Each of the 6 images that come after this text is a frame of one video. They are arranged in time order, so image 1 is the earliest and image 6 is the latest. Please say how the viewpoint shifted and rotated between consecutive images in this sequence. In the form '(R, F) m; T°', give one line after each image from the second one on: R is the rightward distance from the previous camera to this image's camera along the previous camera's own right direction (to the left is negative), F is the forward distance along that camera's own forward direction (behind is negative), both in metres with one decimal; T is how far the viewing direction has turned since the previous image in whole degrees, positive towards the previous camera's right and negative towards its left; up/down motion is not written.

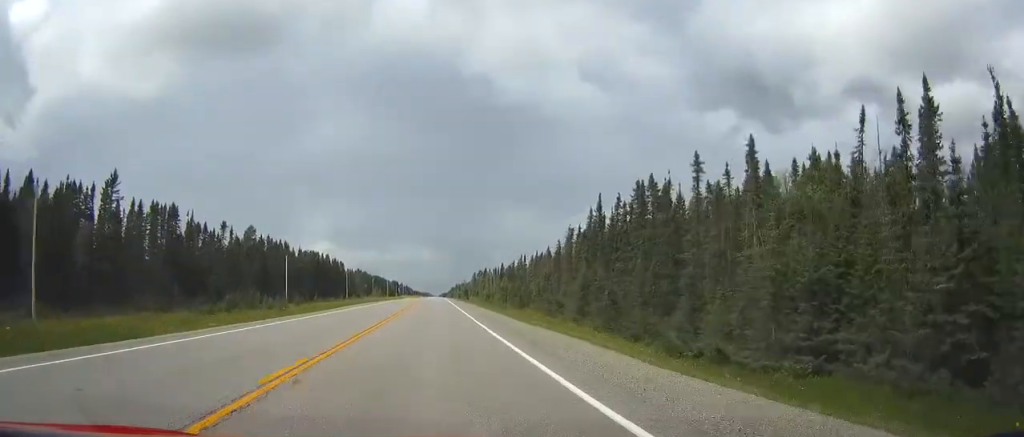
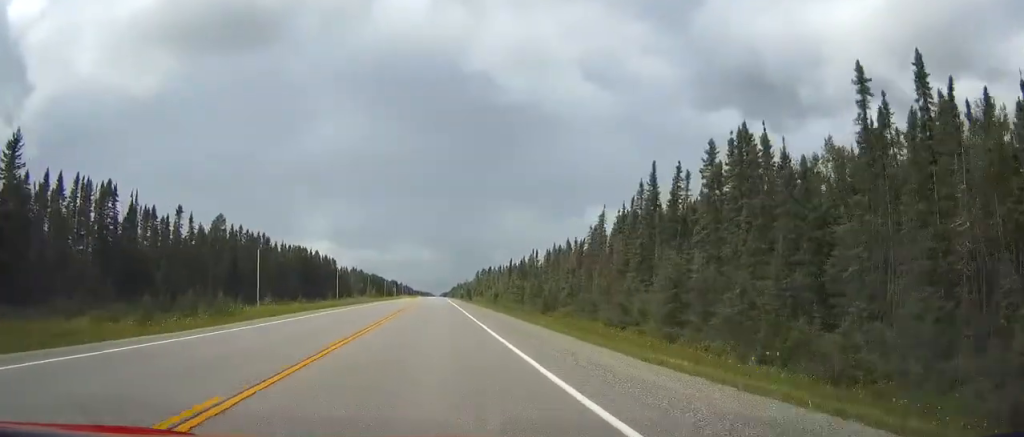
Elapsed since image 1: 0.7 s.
(0.0, +22.2) m; 0°
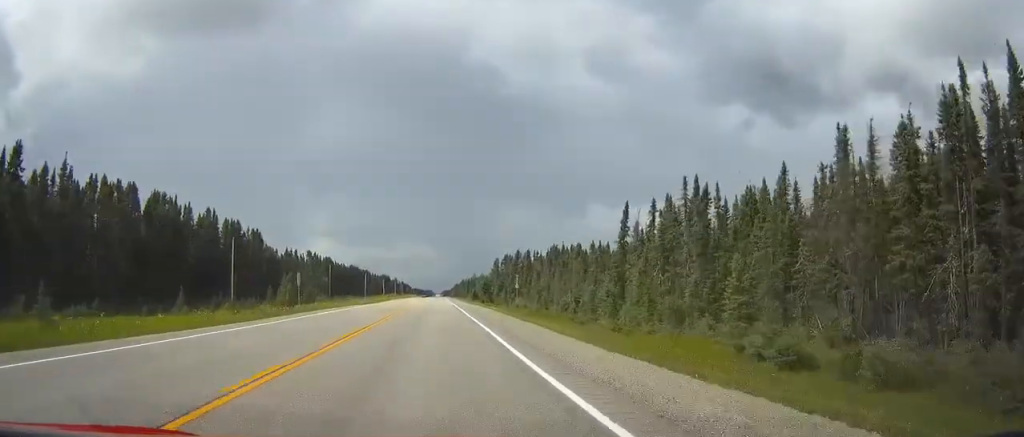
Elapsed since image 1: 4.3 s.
(-0.4, +105.6) m; 0°
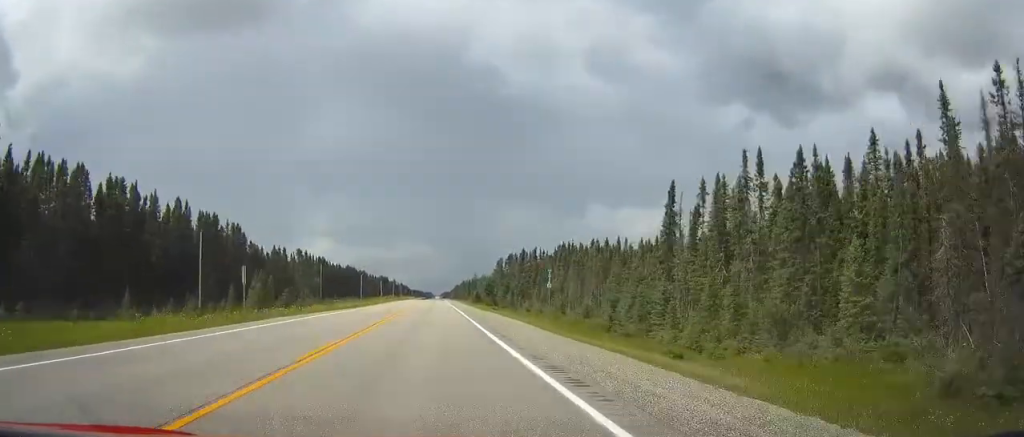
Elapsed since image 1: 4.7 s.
(0.0, +13.8) m; 0°
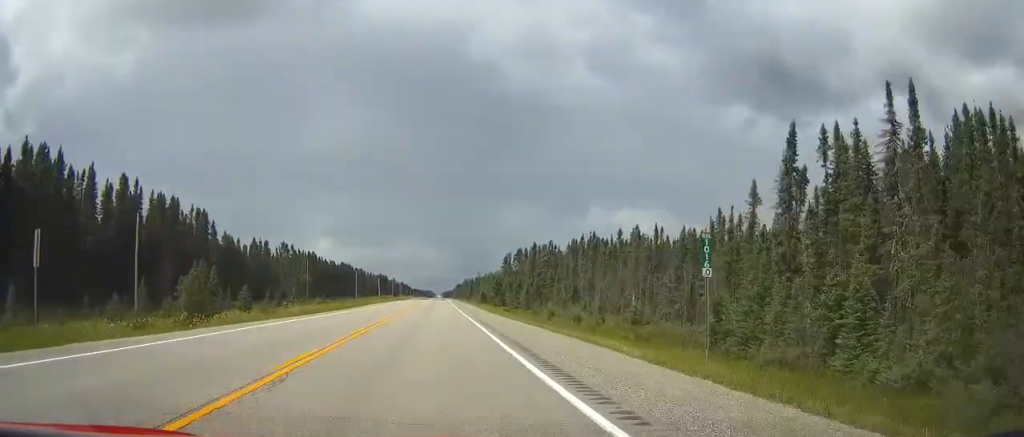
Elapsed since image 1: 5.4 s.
(+0.1, +19.7) m; 0°
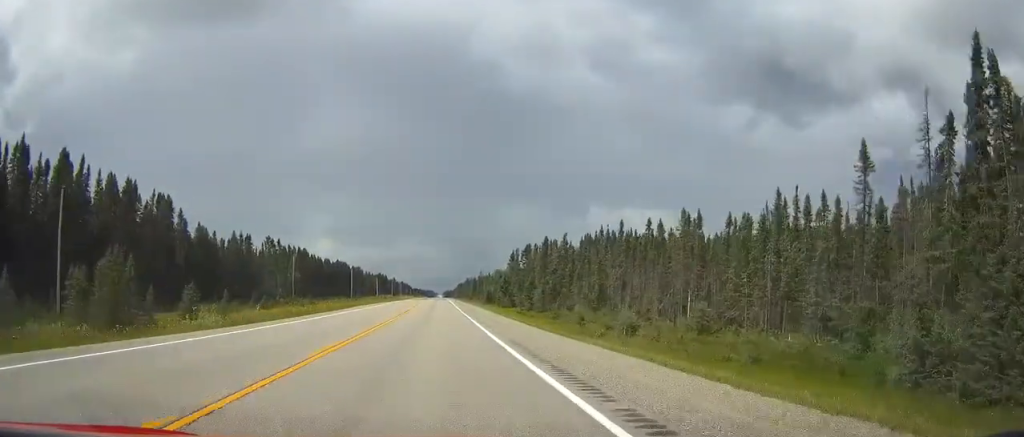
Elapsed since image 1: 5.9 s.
(0.0, +15.8) m; 0°
